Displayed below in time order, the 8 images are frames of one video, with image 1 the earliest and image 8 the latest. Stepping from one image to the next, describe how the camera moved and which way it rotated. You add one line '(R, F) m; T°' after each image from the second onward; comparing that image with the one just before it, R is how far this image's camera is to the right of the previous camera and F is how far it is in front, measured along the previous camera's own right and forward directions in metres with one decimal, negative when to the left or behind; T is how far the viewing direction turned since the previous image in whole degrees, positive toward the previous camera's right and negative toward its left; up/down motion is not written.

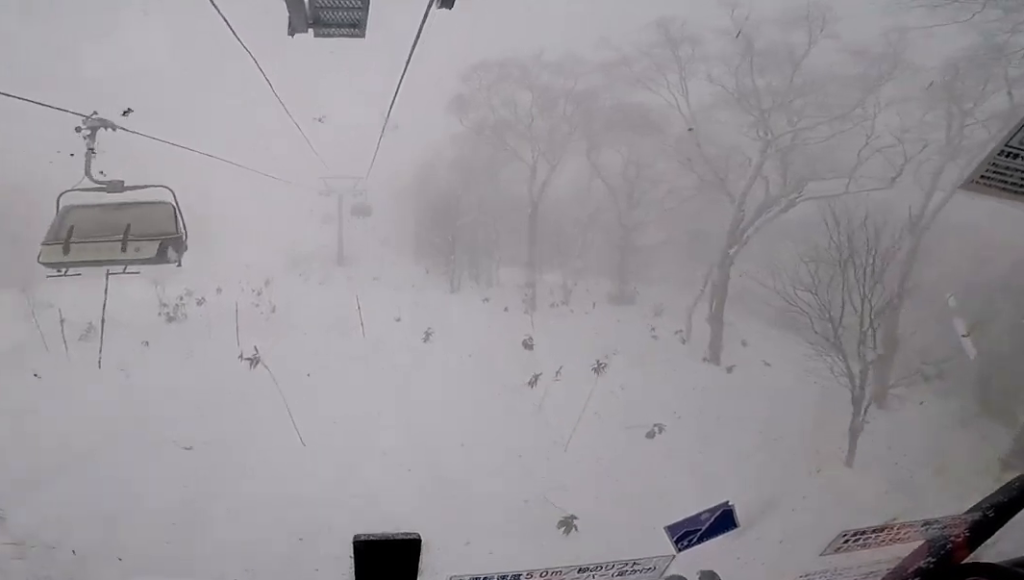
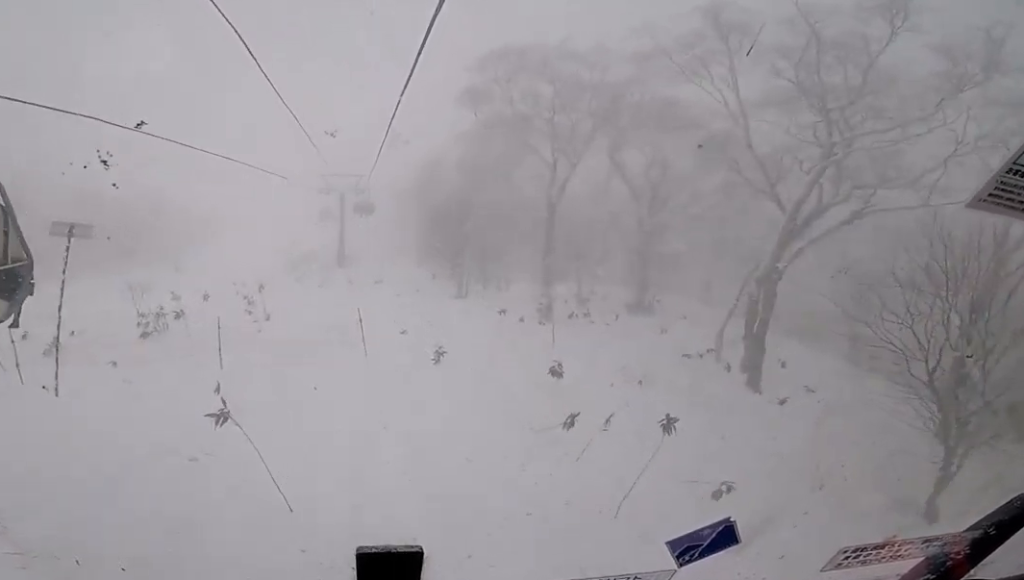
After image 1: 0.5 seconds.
(-0.2, +2.1) m; -4°
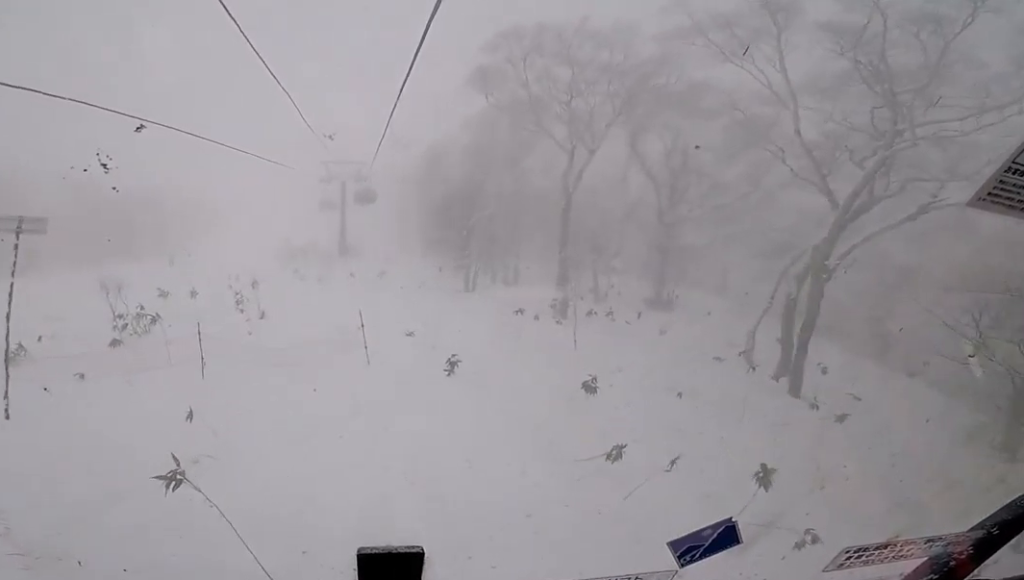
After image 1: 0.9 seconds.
(0.0, +1.8) m; 0°
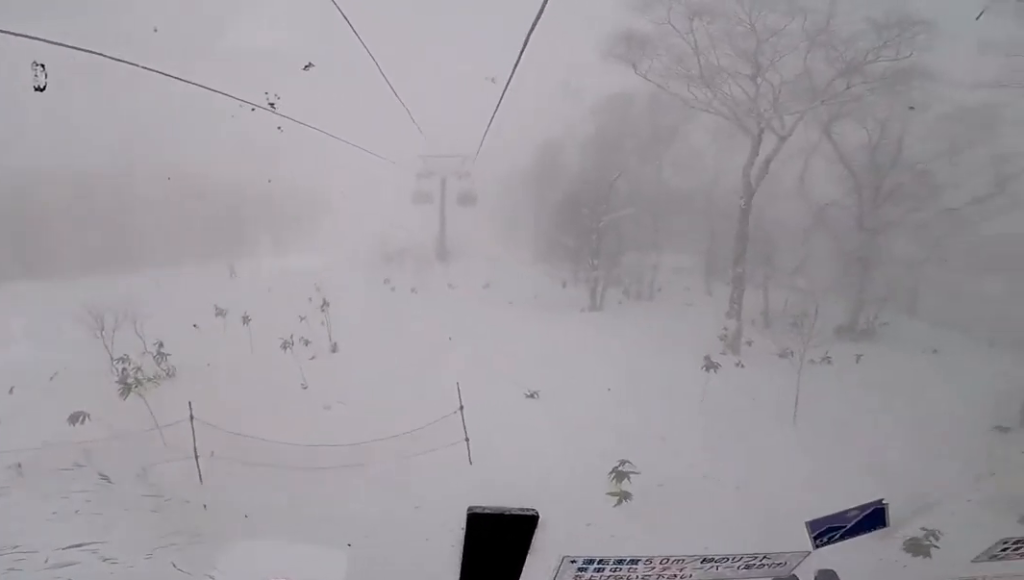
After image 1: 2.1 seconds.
(+0.4, +5.2) m; +7°
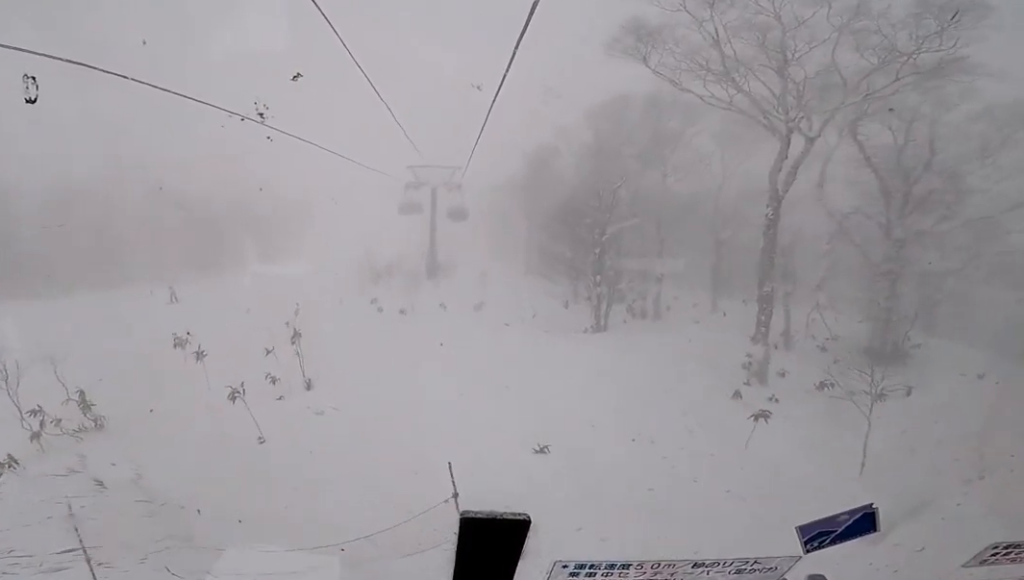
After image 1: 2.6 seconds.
(+0.3, +2.2) m; 0°
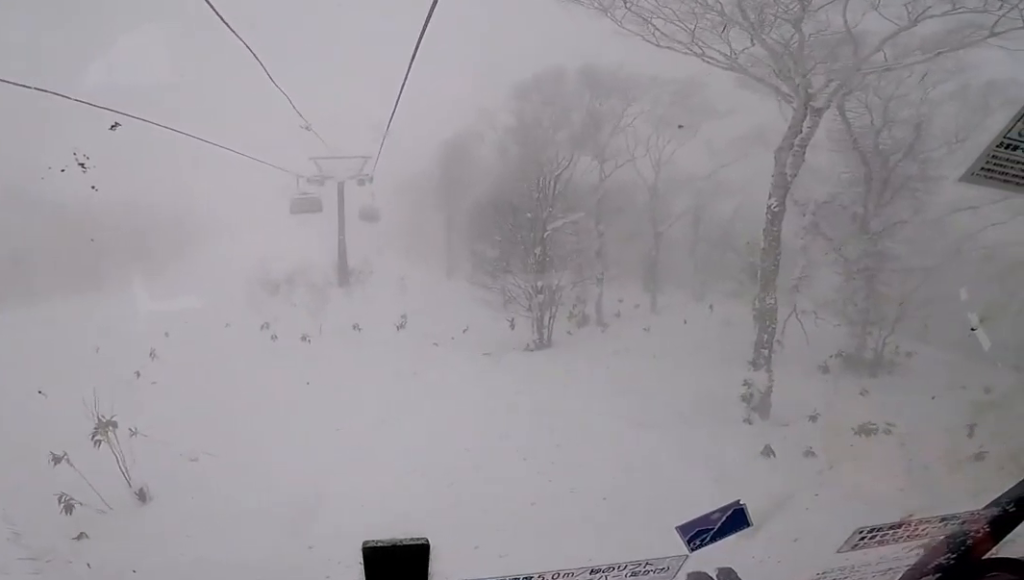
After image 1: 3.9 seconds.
(-0.5, +5.3) m; 0°
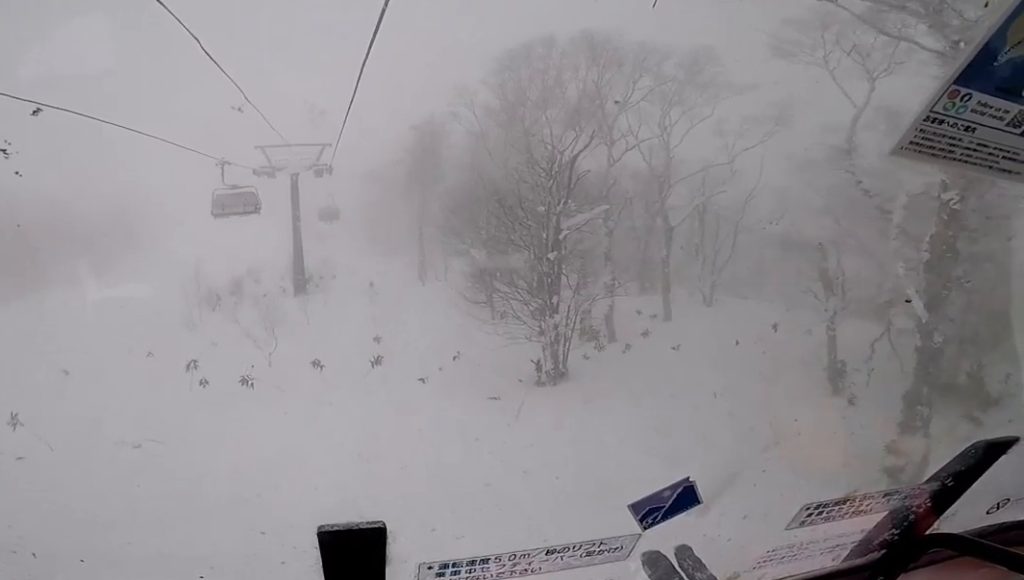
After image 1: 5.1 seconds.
(+0.4, +5.2) m; +4°
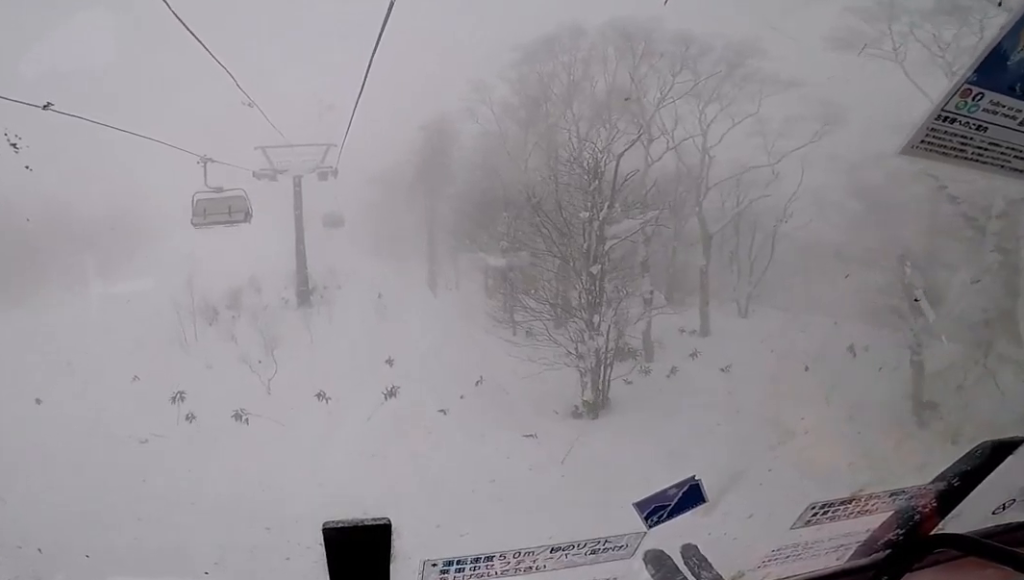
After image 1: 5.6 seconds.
(-0.4, +2.1) m; +4°
